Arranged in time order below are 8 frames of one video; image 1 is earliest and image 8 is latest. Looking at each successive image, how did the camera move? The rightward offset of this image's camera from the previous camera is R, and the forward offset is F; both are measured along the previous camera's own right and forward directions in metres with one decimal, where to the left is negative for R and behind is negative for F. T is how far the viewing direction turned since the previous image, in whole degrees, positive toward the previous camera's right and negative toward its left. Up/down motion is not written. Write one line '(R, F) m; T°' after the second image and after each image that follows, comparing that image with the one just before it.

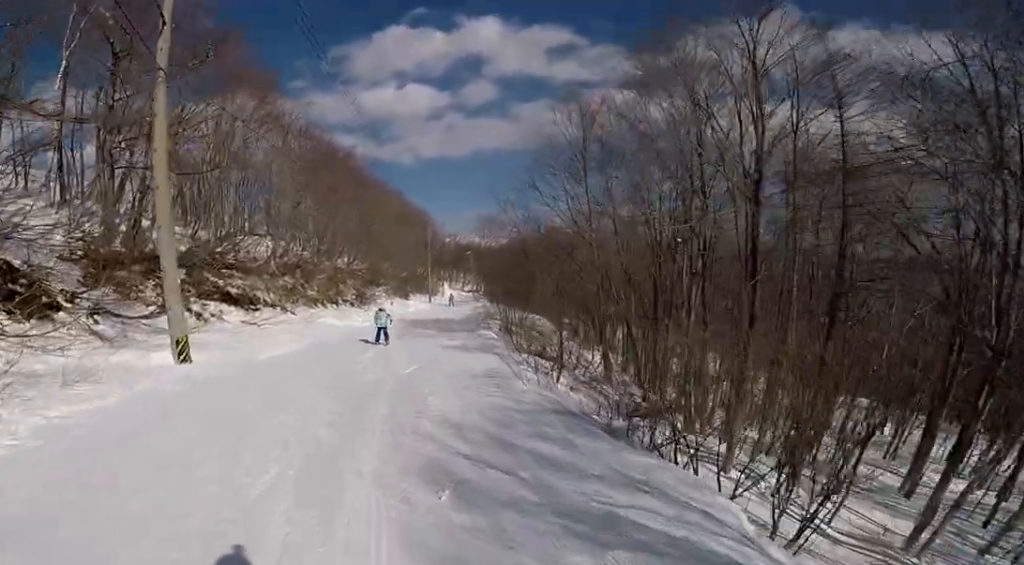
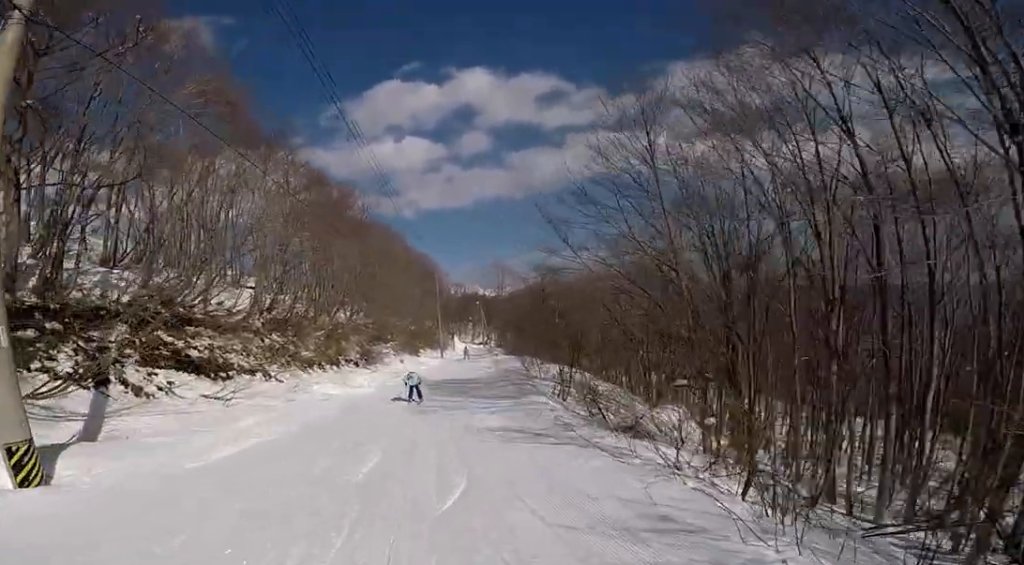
(+0.6, +4.7) m; +9°
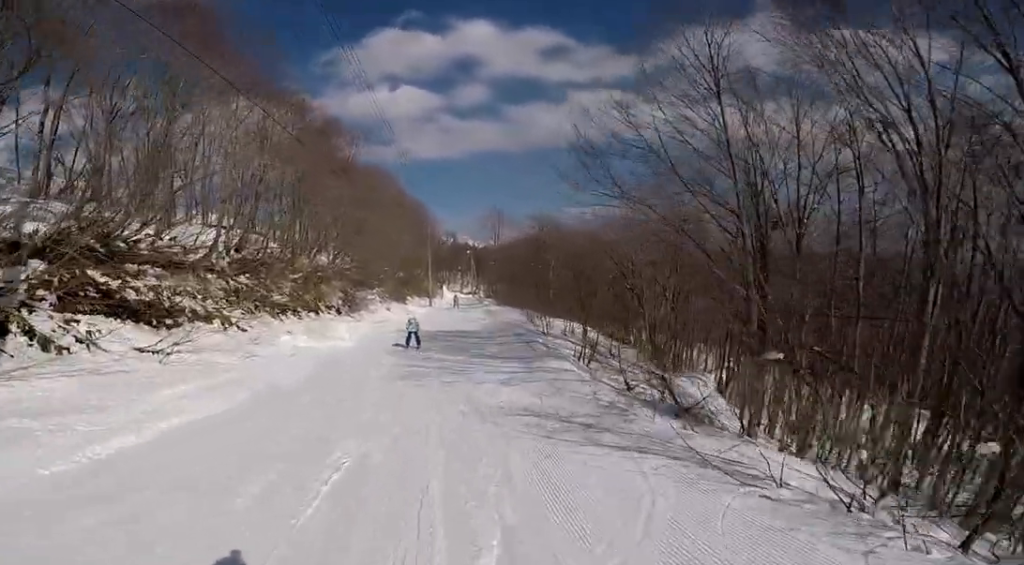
(+0.4, +2.6) m; 0°
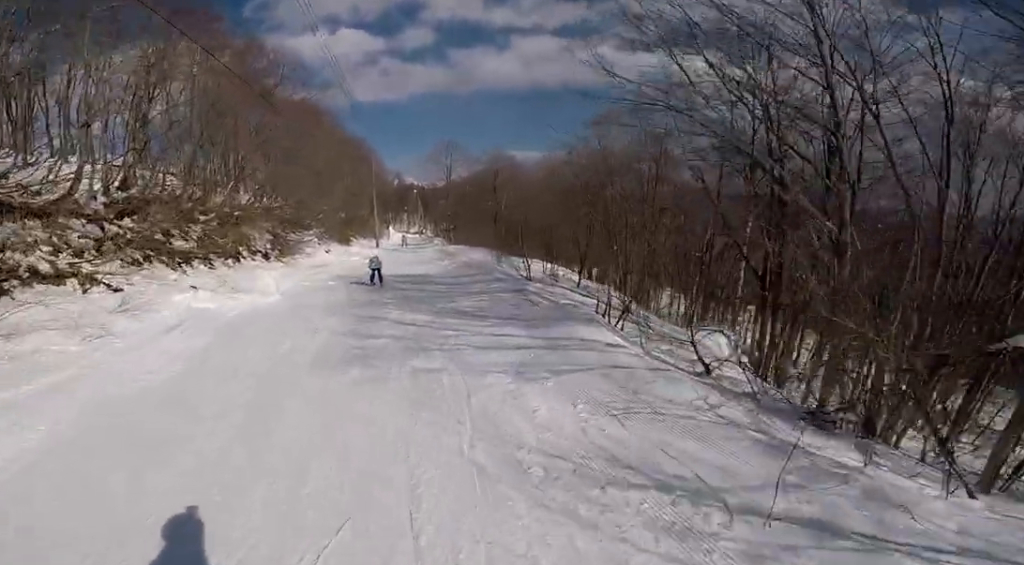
(+0.1, +3.8) m; -3°
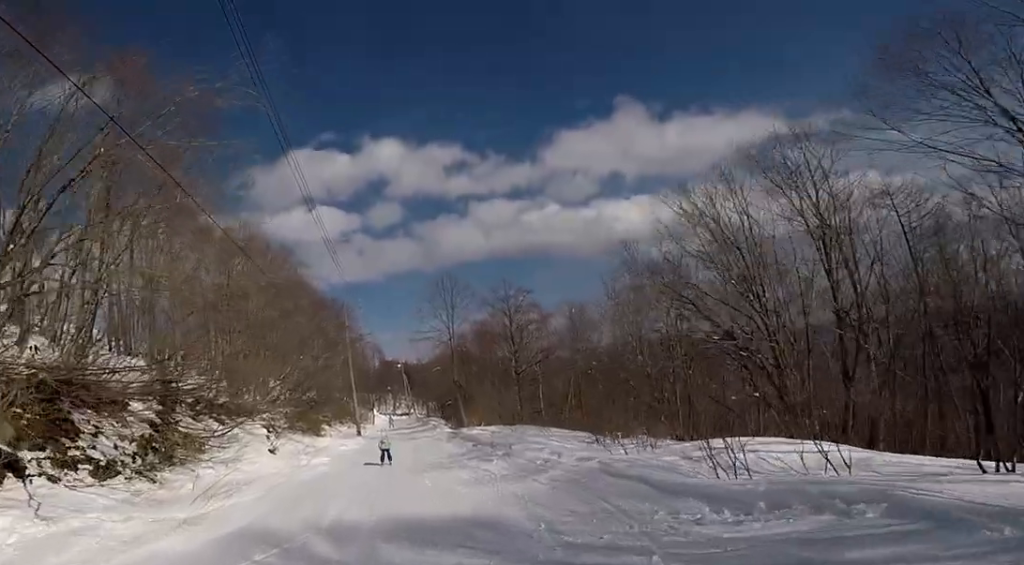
(-1.5, +12.8) m; +3°
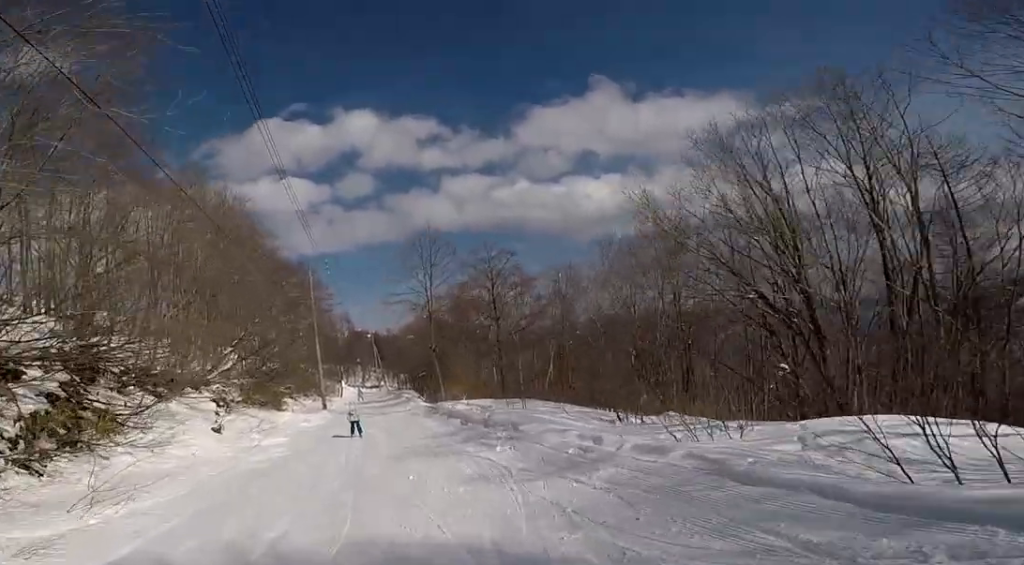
(+0.7, +2.8) m; +1°
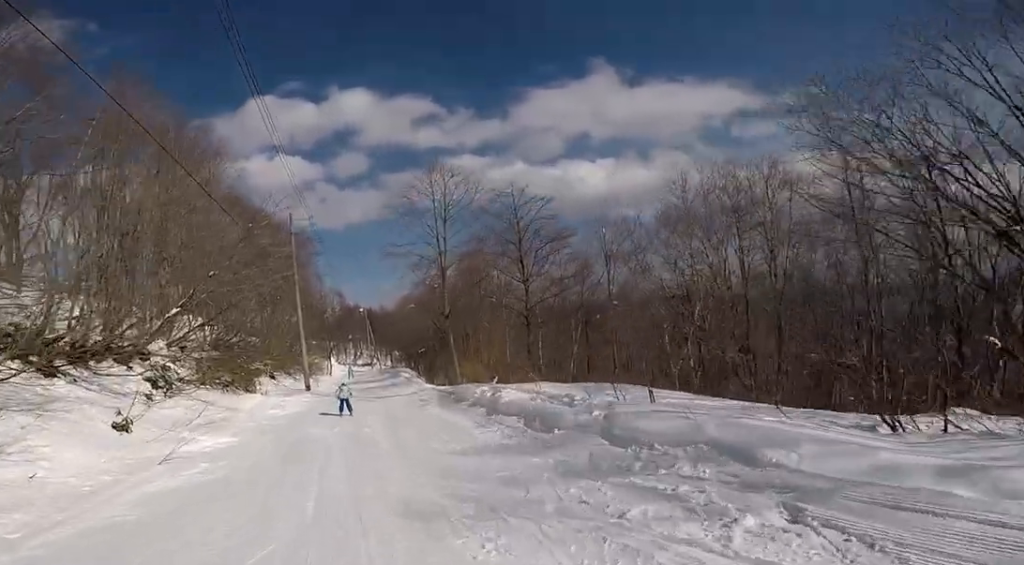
(+0.1, +5.6) m; -4°
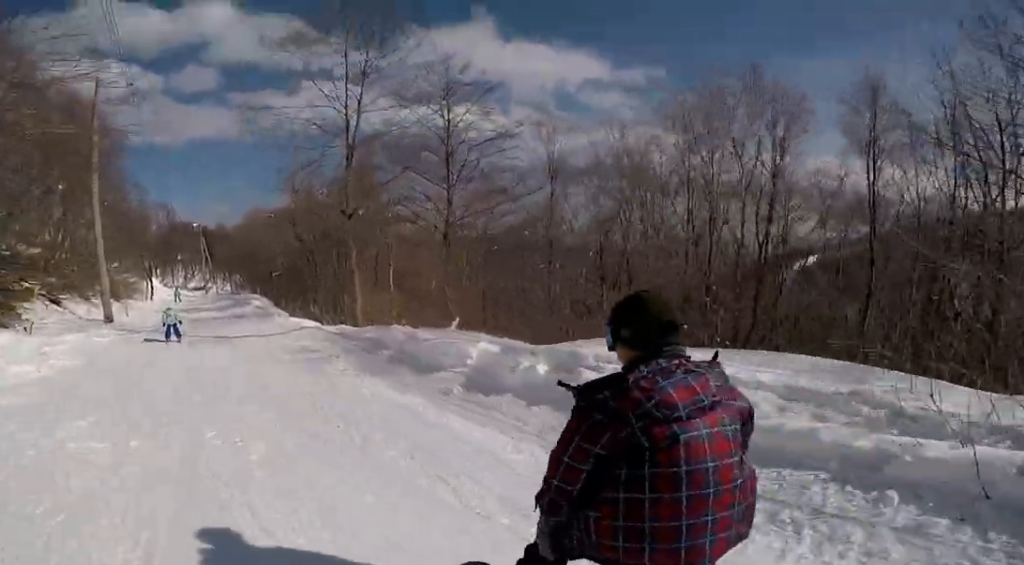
(-0.9, +6.6) m; -5°
